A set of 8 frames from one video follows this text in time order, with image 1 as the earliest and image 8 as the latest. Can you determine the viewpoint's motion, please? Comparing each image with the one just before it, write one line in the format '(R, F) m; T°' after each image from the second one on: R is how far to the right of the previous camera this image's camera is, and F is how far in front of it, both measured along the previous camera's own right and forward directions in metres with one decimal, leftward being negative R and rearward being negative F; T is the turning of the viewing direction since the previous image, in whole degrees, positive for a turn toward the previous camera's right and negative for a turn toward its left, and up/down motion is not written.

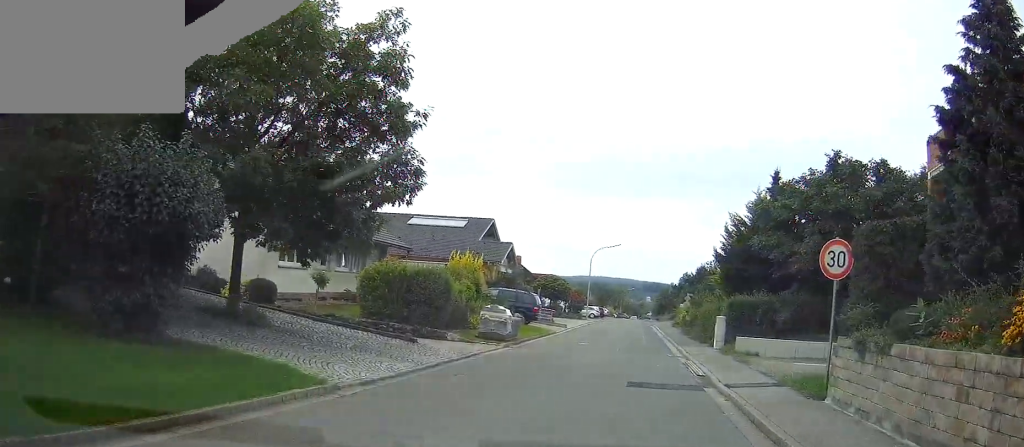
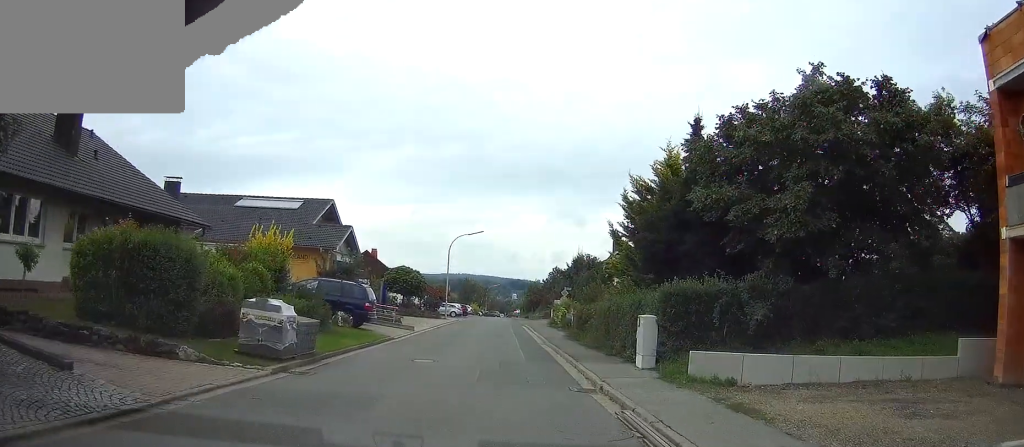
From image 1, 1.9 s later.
(+1.3, +11.6) m; +8°
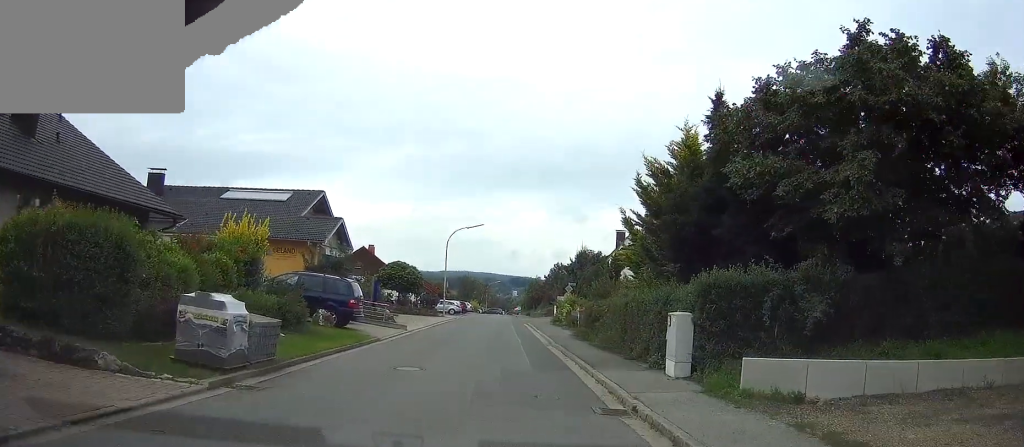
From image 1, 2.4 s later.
(0.0, +3.4) m; +1°
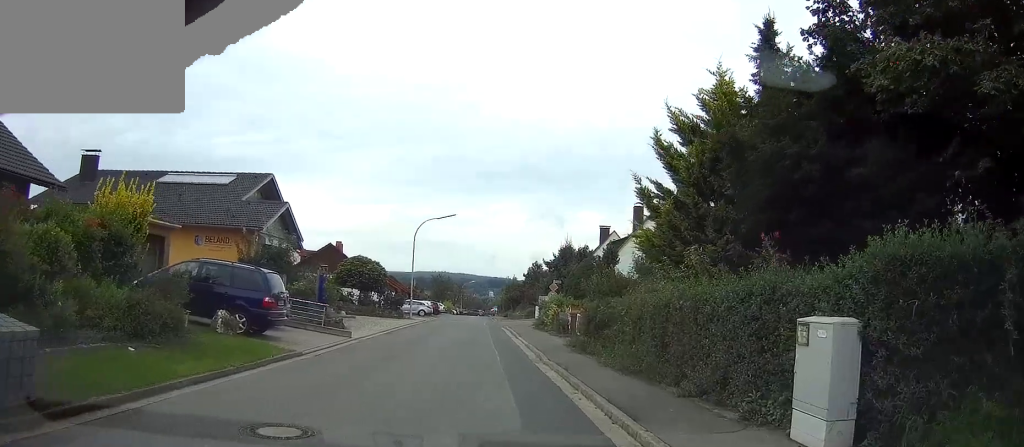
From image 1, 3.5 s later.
(+0.1, +7.9) m; +3°
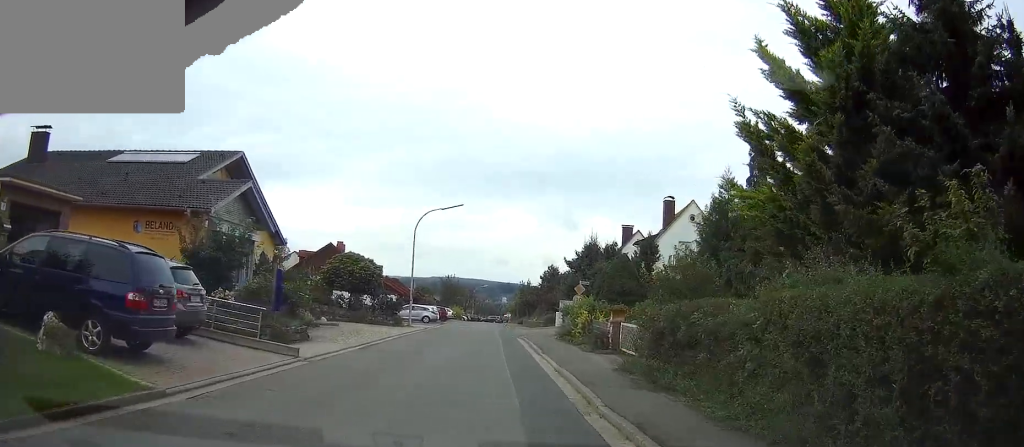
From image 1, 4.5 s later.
(+0.3, +8.5) m; +4°
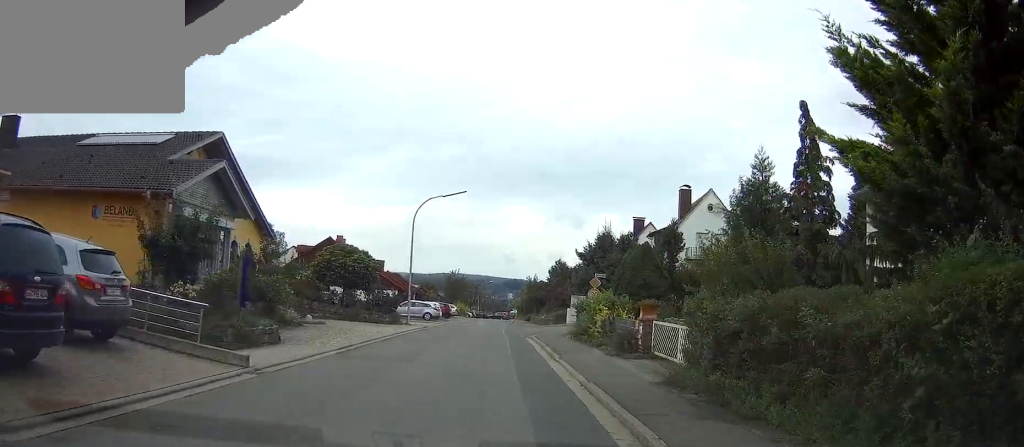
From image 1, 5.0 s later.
(+0.1, +4.1) m; +1°
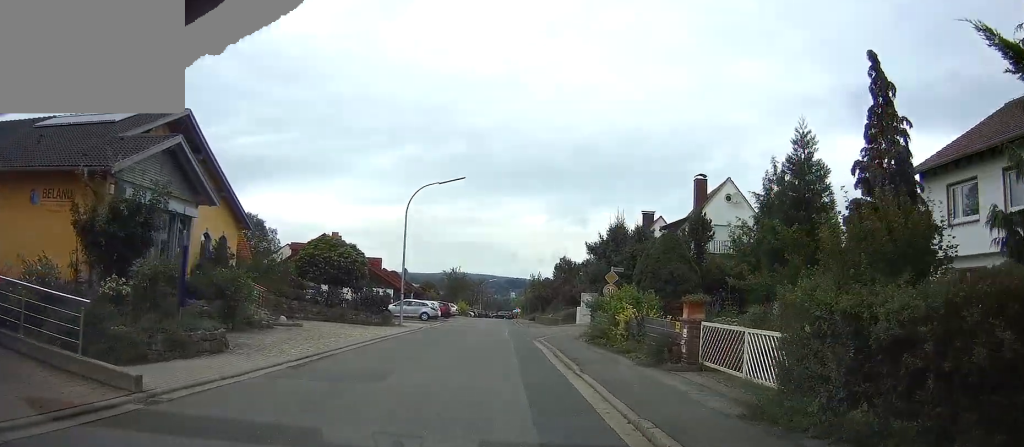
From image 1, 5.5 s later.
(0.0, +4.6) m; 0°
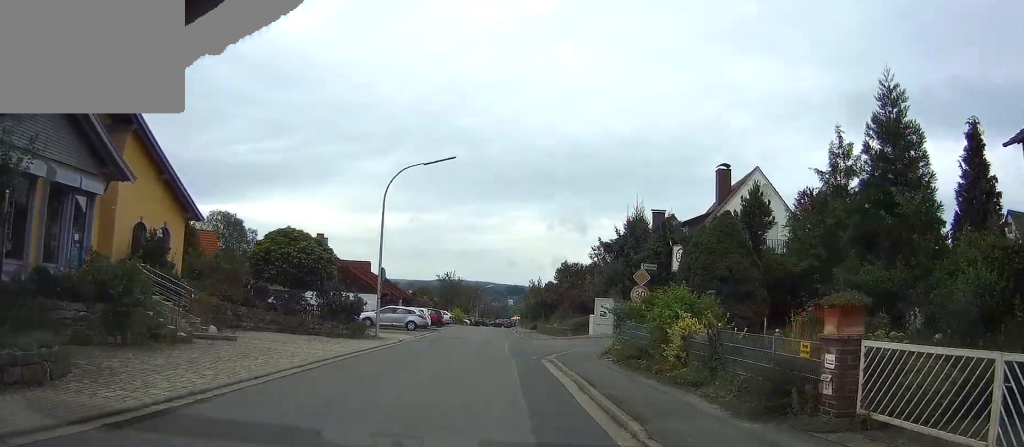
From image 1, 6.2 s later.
(0.0, +7.3) m; -2°
